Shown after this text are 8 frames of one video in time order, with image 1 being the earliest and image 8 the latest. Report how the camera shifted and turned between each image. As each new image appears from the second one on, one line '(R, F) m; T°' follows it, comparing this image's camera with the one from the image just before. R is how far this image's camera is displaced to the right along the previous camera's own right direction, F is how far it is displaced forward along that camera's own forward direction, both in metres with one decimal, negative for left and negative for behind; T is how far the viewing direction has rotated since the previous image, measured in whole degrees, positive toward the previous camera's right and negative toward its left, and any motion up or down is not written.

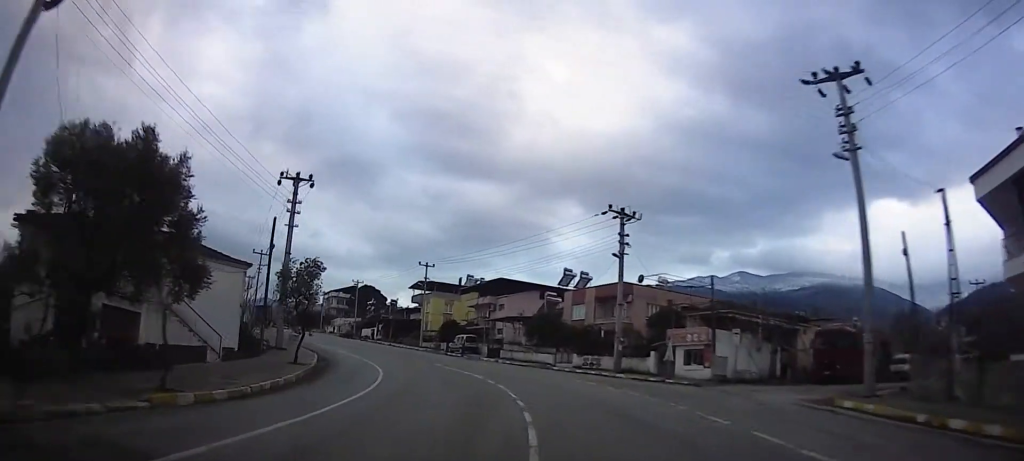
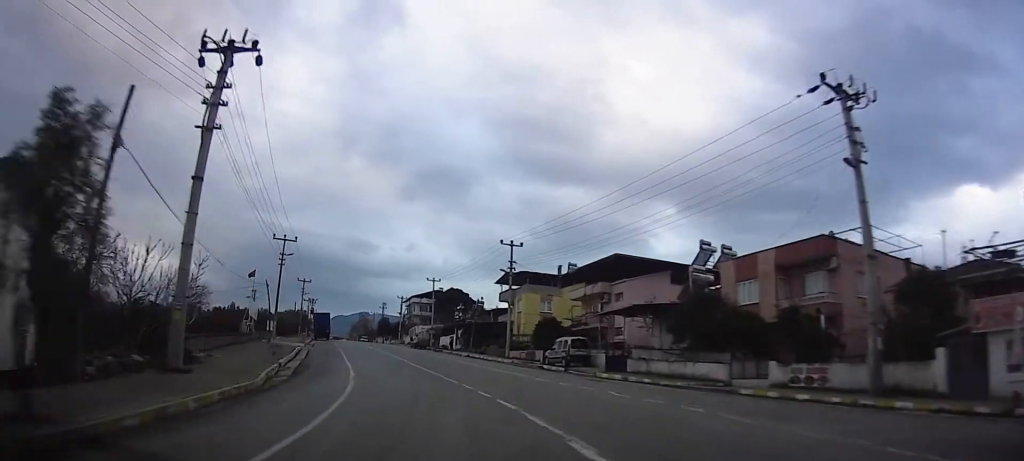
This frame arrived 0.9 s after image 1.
(-1.3, +18.6) m; -7°
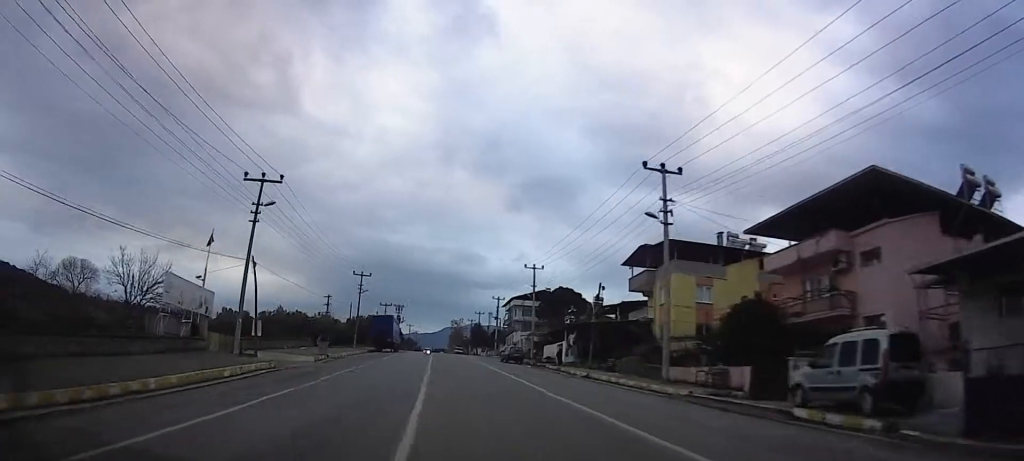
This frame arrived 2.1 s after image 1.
(-1.5, +22.3) m; -13°
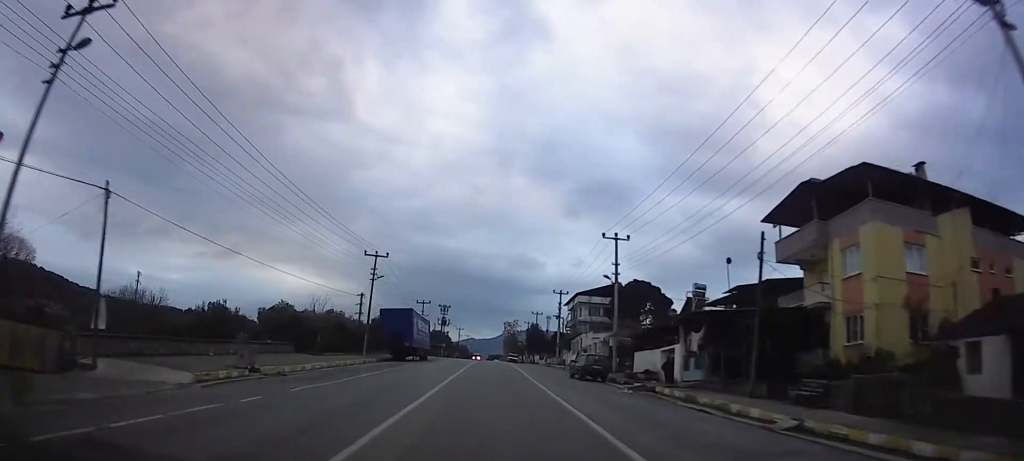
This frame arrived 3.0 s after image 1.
(-2.5, +18.4) m; -9°
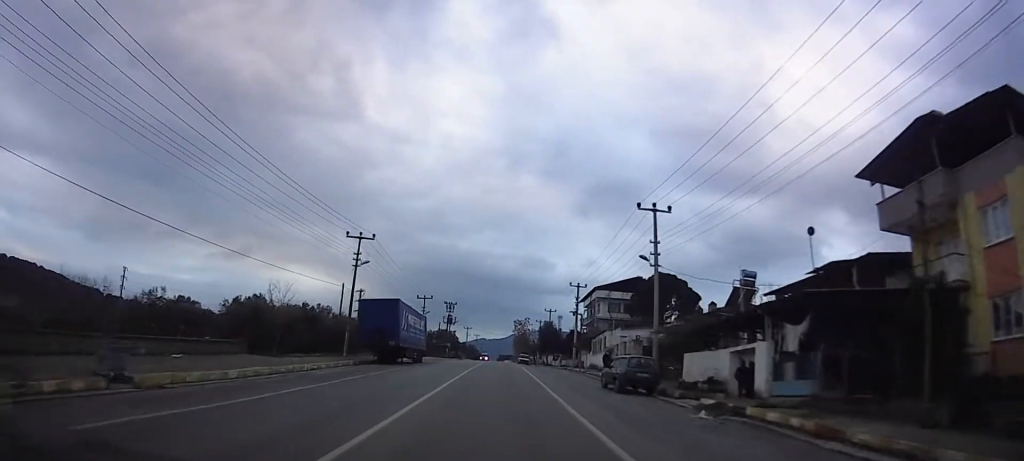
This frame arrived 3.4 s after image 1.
(-0.3, +8.7) m; -2°
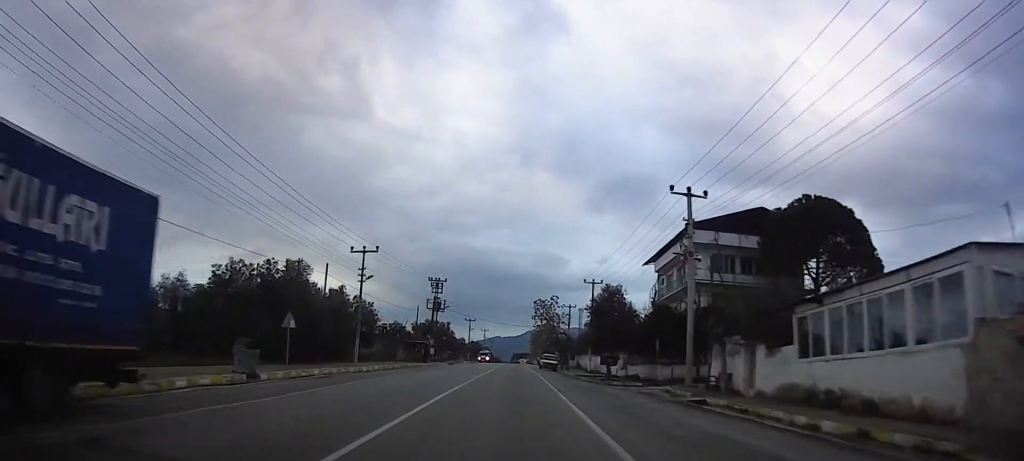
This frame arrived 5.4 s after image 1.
(0.0, +38.7) m; 0°
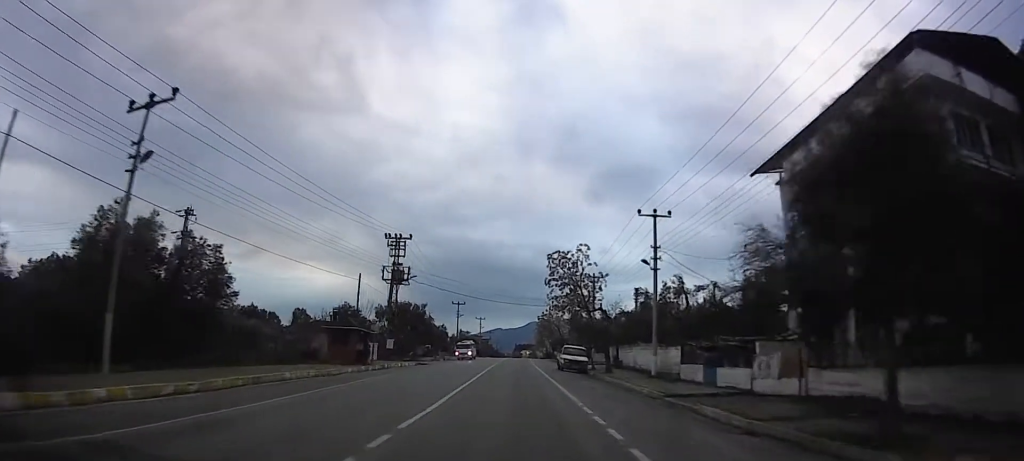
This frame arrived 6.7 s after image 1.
(0.0, +26.8) m; 0°
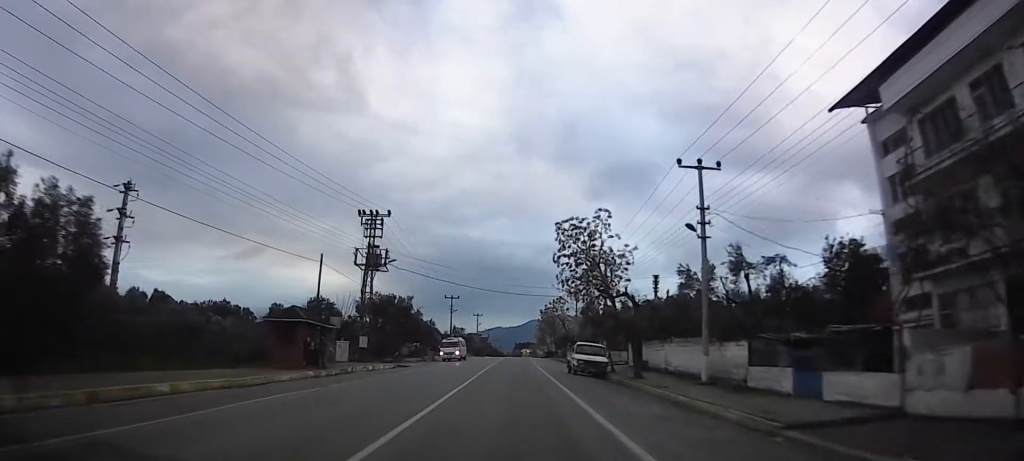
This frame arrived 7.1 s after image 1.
(0.0, +8.7) m; 0°
